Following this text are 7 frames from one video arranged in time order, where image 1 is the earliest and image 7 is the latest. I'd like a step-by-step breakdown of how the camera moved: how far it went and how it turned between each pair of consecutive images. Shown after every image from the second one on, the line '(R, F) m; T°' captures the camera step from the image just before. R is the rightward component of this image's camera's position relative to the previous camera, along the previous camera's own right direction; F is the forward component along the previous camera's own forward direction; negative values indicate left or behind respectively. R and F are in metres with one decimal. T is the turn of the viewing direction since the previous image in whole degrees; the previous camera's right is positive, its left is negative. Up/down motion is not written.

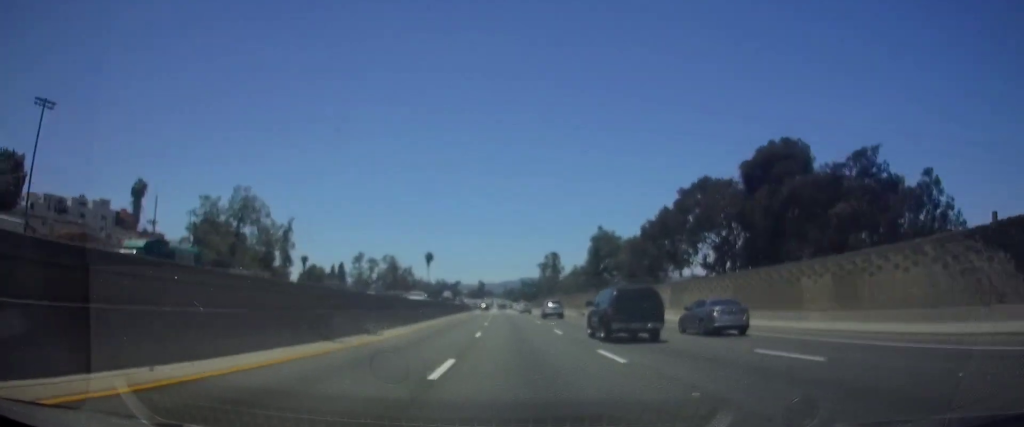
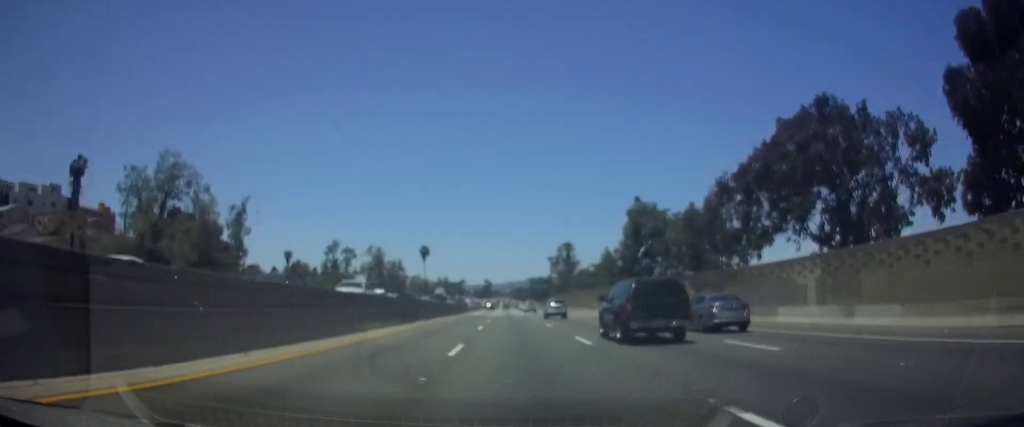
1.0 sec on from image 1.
(-0.2, +25.6) m; -1°
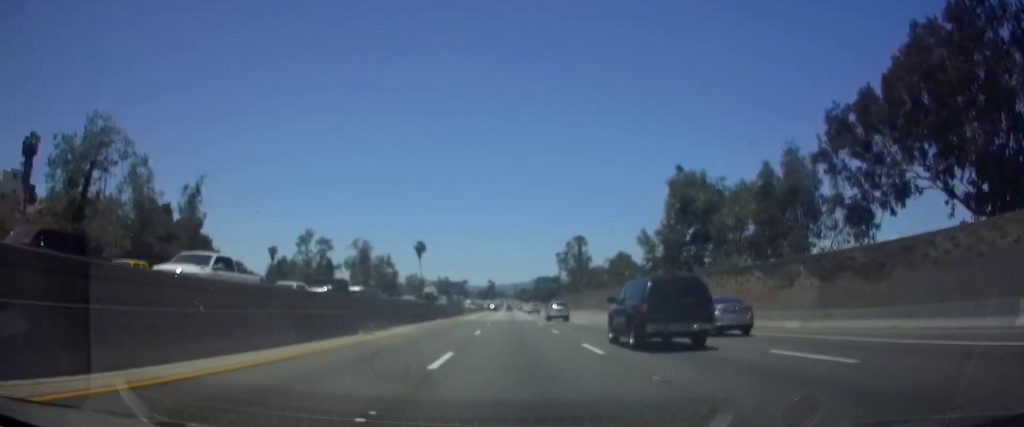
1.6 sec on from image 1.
(-0.1, +17.7) m; 0°
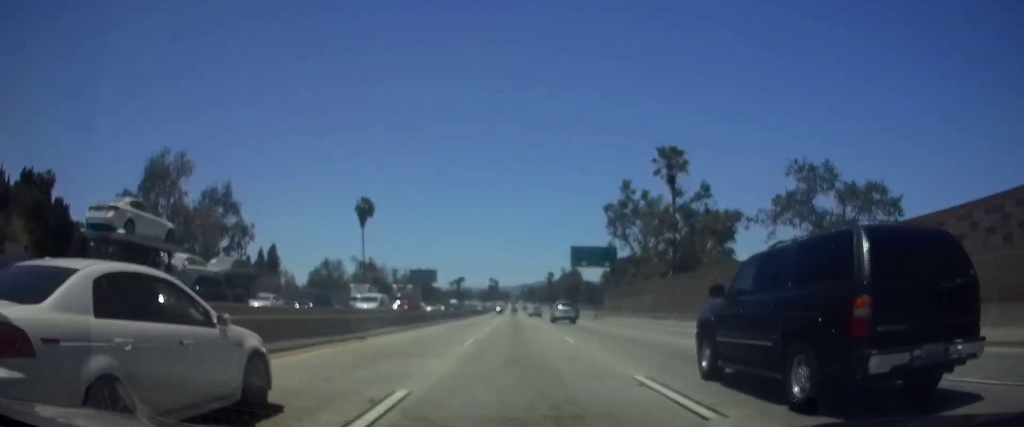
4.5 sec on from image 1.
(-0.7, +76.3) m; 0°
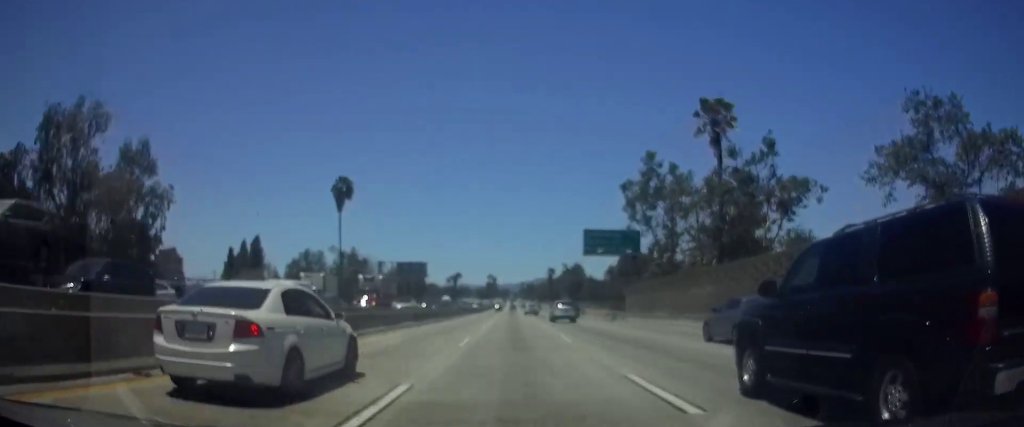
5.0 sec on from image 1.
(+0.1, +14.3) m; 0°
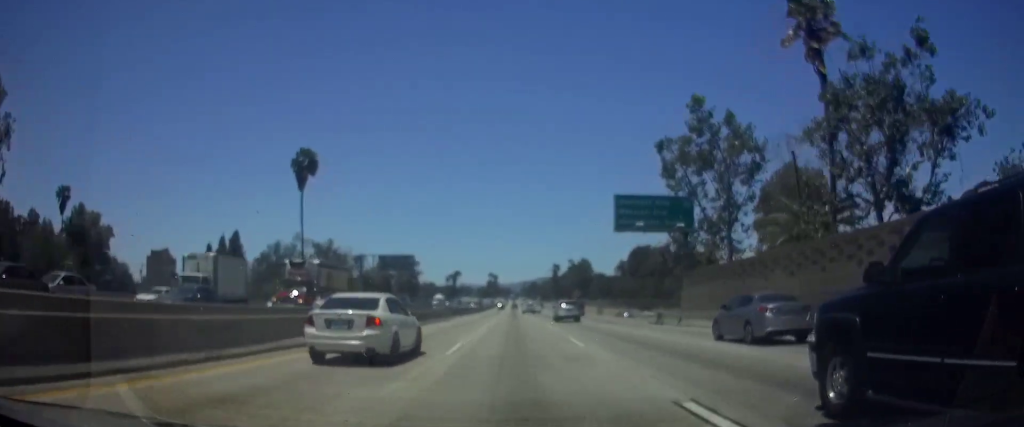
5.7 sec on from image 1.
(0.0, +17.9) m; 0°
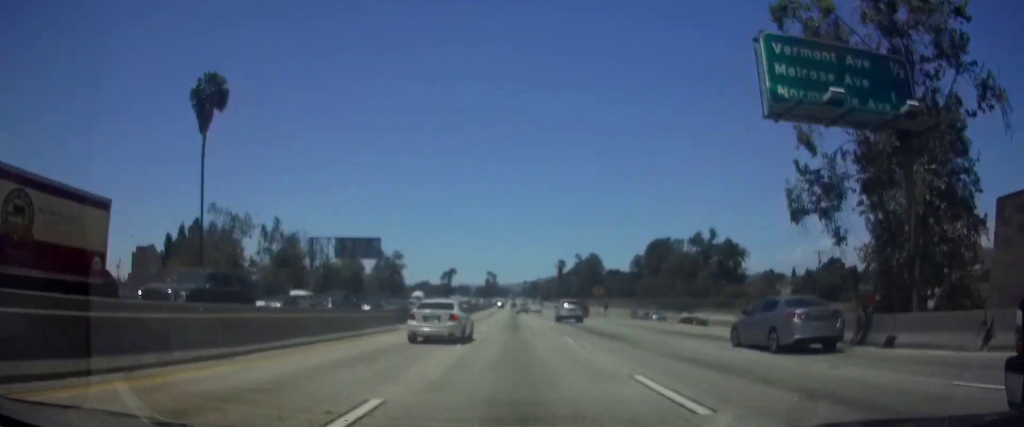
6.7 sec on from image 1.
(-0.1, +26.0) m; 0°
